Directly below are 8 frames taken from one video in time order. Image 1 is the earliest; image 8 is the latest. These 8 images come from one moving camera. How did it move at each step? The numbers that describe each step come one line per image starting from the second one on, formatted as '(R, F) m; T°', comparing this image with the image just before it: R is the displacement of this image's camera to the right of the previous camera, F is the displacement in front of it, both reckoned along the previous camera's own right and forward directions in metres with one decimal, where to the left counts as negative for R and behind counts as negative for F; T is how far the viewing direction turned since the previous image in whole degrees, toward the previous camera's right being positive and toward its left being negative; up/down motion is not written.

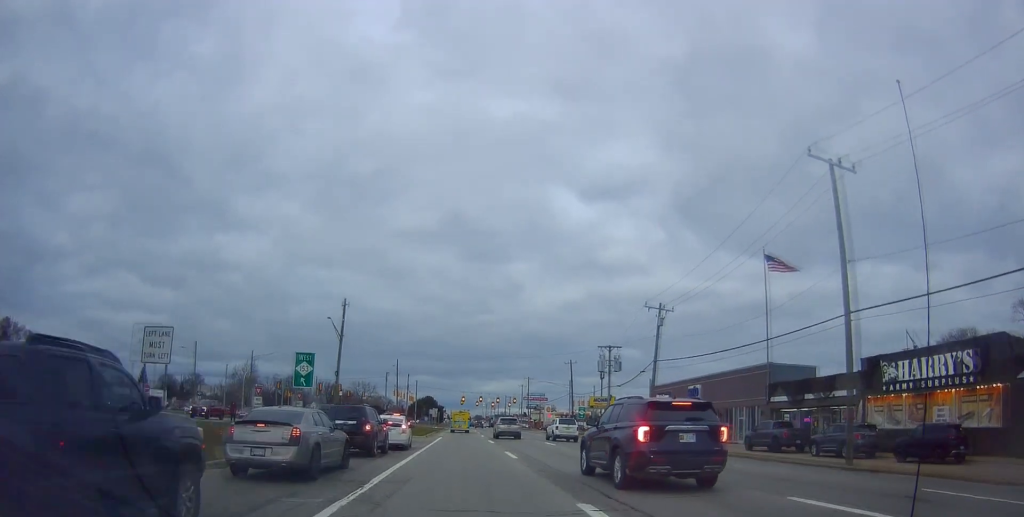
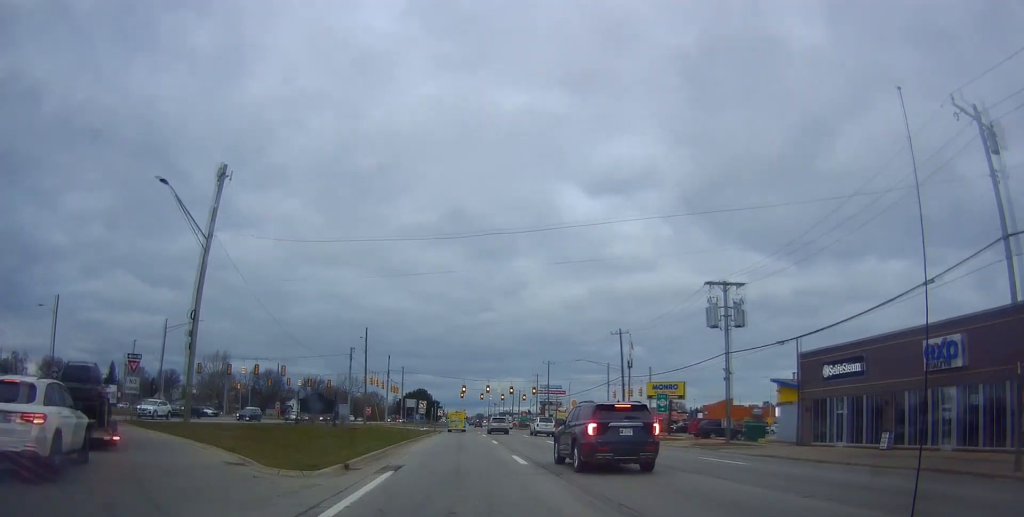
(+0.7, +37.1) m; +2°
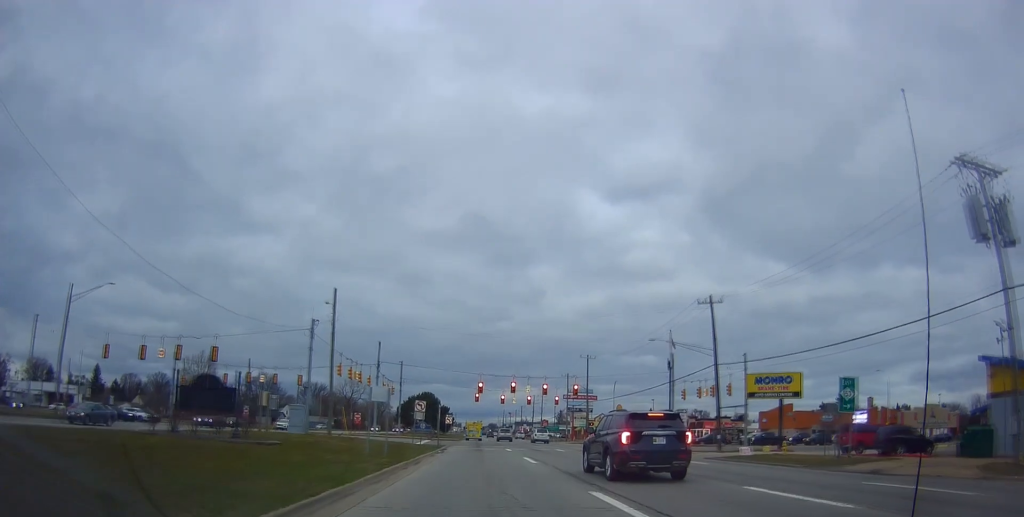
(-0.4, +28.7) m; 0°
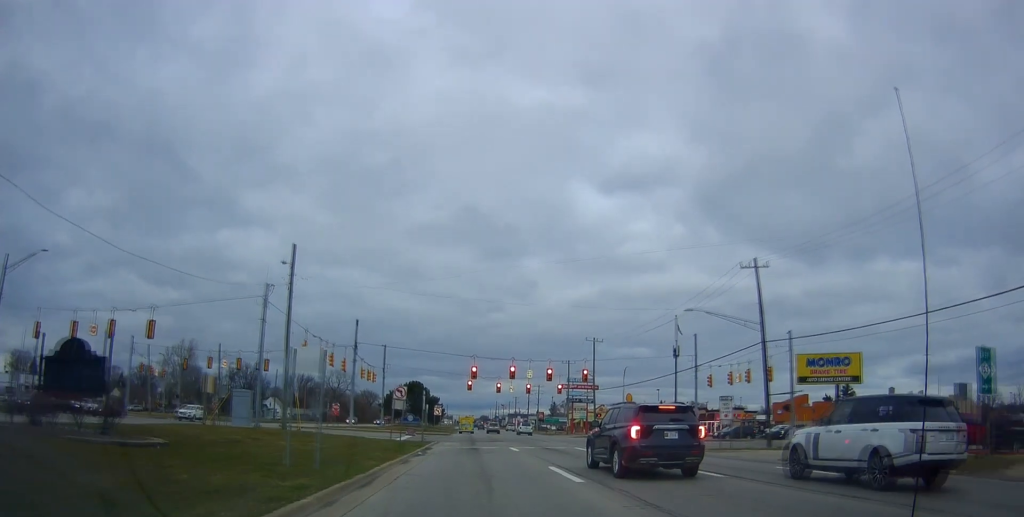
(+0.2, +12.2) m; 0°
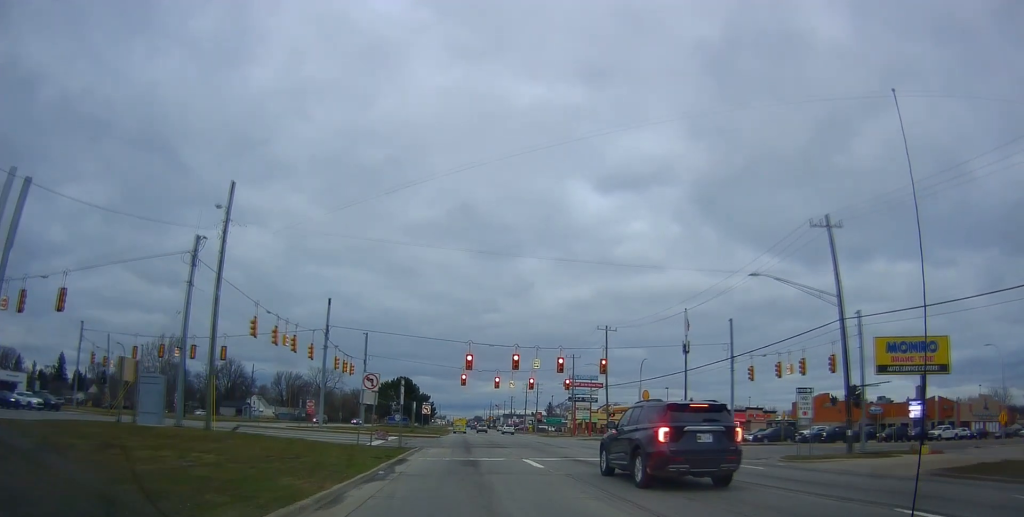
(-0.5, +13.9) m; -3°
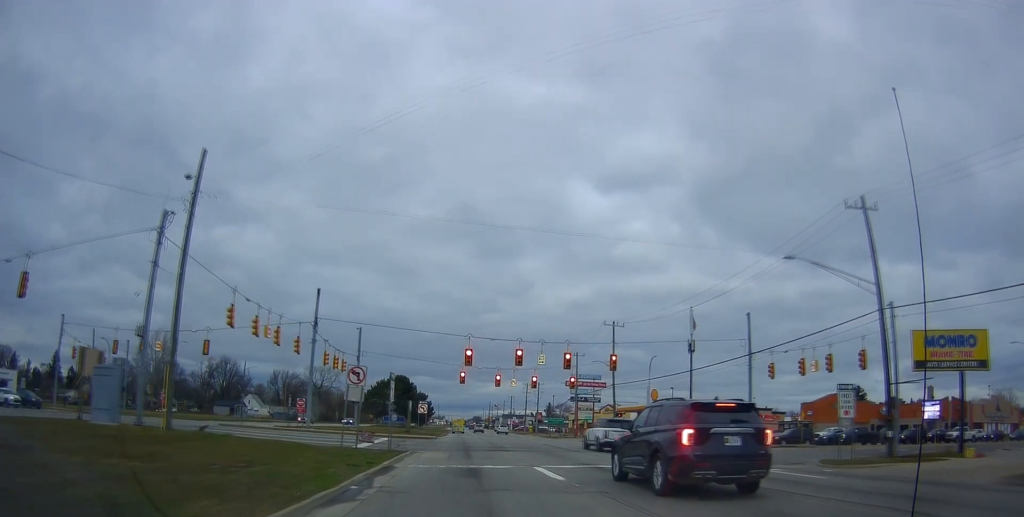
(-0.2, +5.6) m; 0°
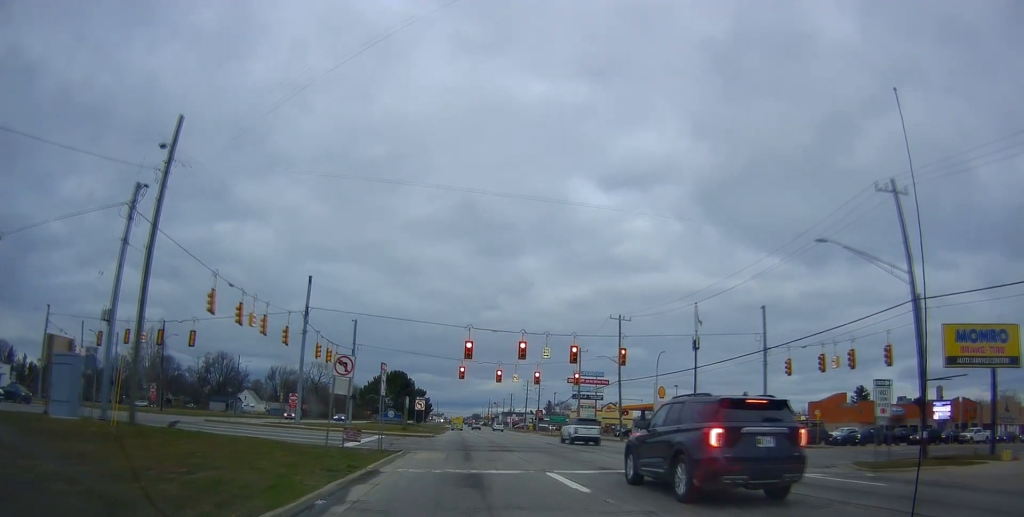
(+0.2, +4.1) m; +2°
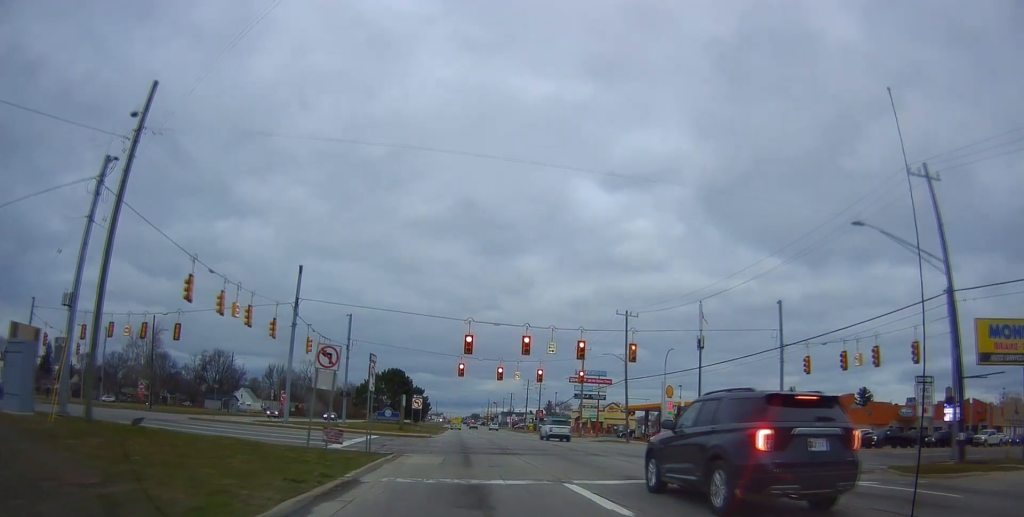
(+0.1, +4.6) m; +2°
